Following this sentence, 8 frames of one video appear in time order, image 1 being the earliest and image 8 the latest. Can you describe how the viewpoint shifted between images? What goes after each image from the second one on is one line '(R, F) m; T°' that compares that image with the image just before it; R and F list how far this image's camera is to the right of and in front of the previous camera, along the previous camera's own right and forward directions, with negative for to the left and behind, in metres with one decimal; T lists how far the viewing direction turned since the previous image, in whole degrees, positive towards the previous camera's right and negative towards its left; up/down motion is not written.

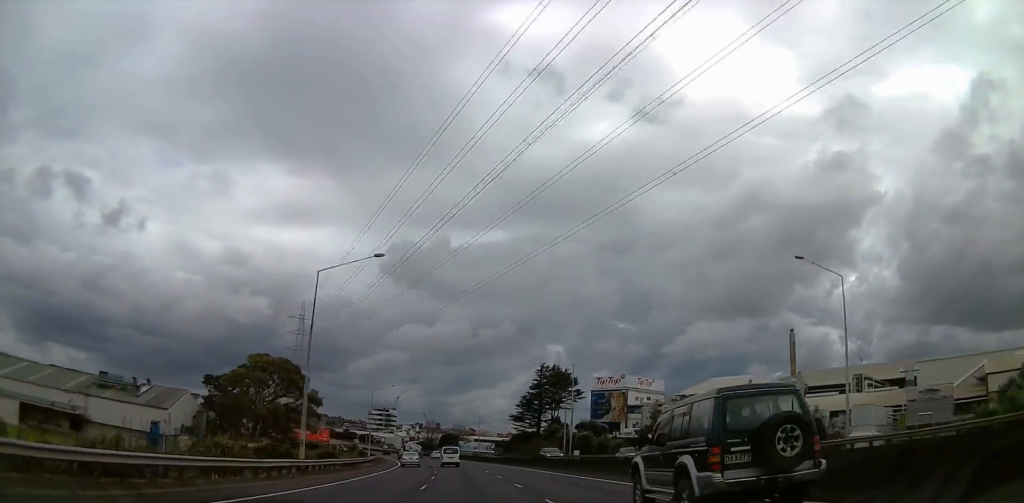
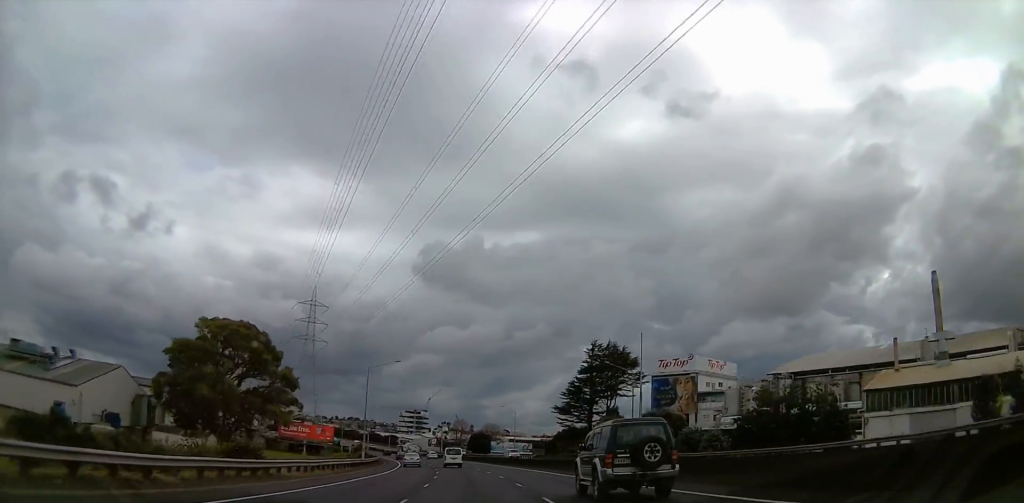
(-1.3, +29.5) m; -4°
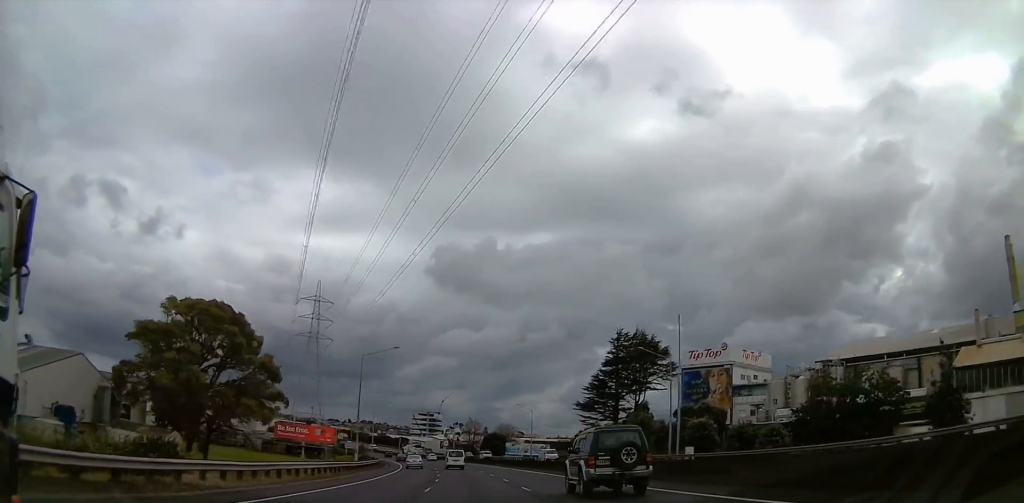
(-0.1, +11.3) m; -1°
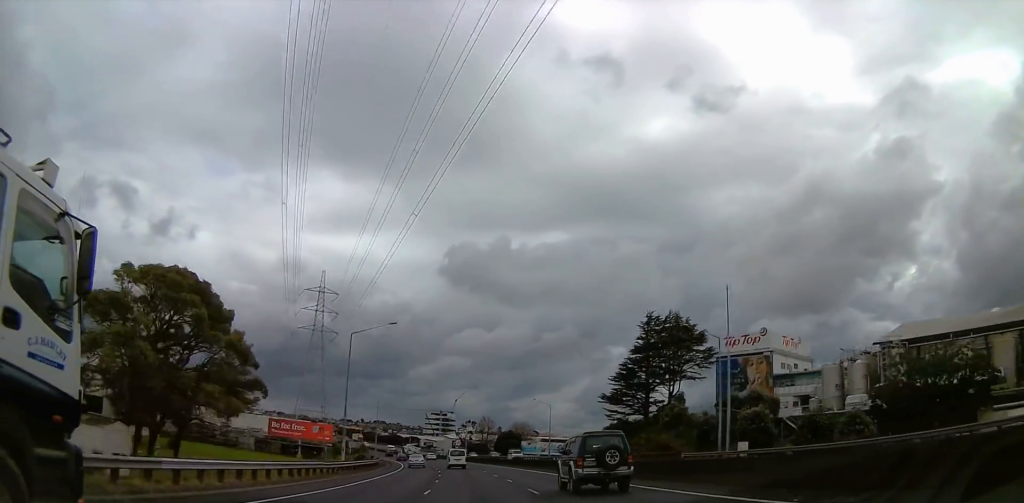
(+0.1, +12.2) m; -2°
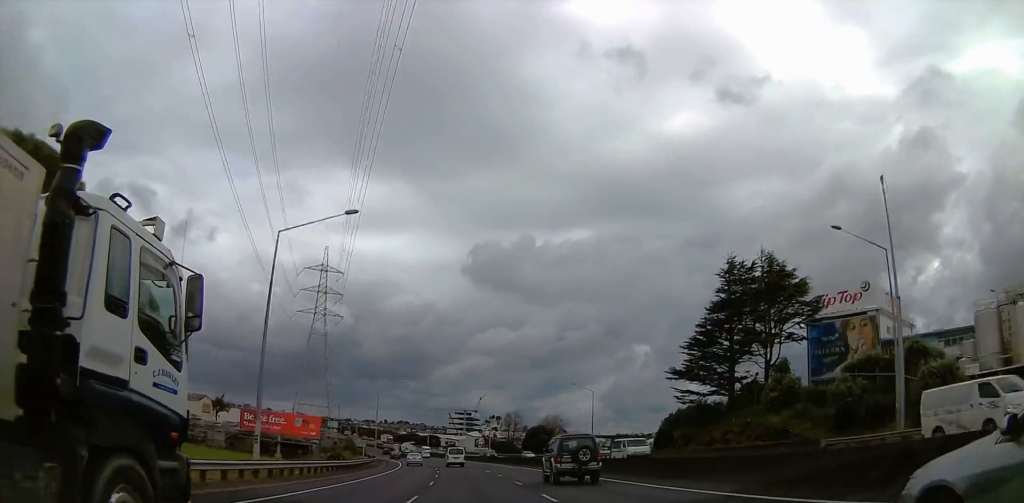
(-1.0, +24.5) m; -3°
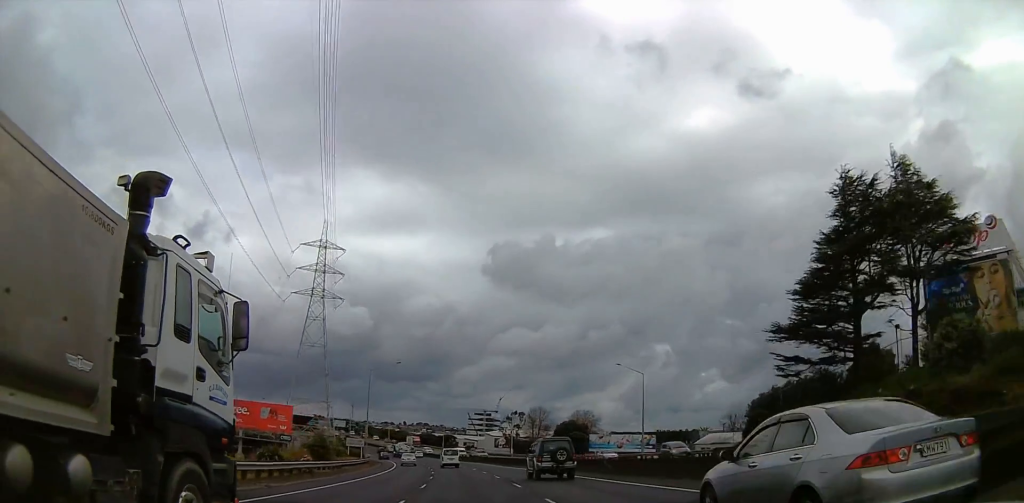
(-0.1, +22.1) m; 0°
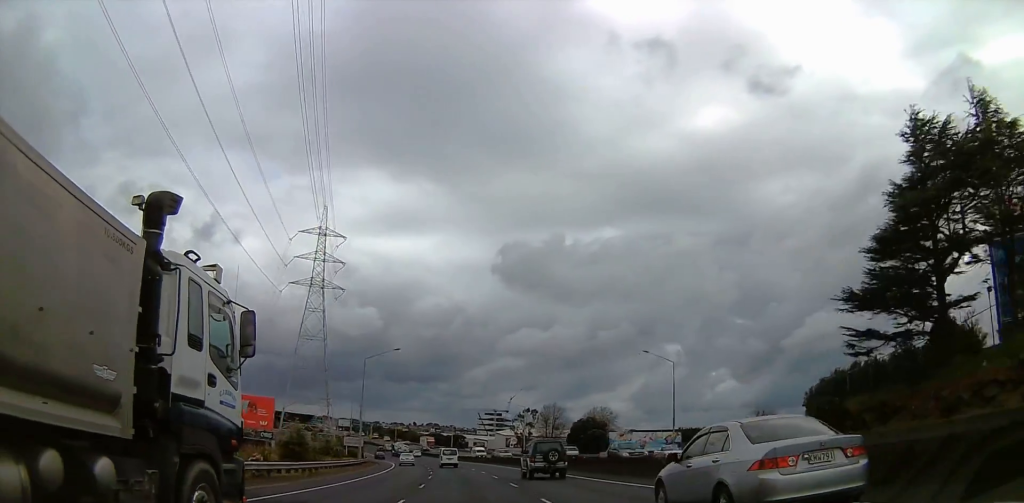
(0.0, +9.8) m; 0°
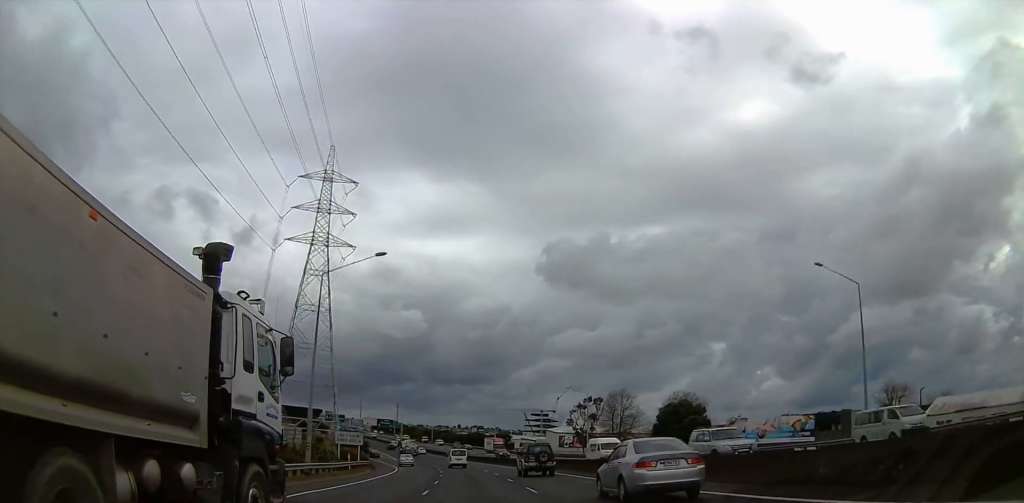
(0.0, +32.1) m; -3°
